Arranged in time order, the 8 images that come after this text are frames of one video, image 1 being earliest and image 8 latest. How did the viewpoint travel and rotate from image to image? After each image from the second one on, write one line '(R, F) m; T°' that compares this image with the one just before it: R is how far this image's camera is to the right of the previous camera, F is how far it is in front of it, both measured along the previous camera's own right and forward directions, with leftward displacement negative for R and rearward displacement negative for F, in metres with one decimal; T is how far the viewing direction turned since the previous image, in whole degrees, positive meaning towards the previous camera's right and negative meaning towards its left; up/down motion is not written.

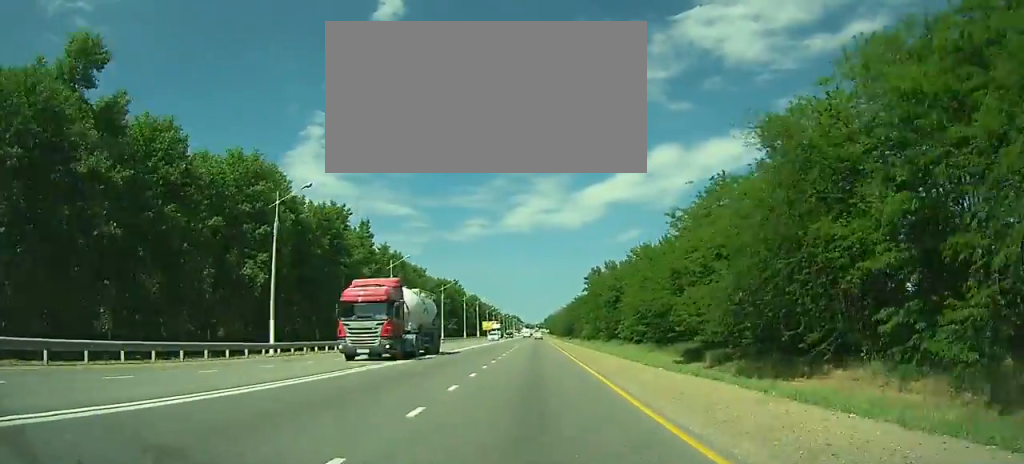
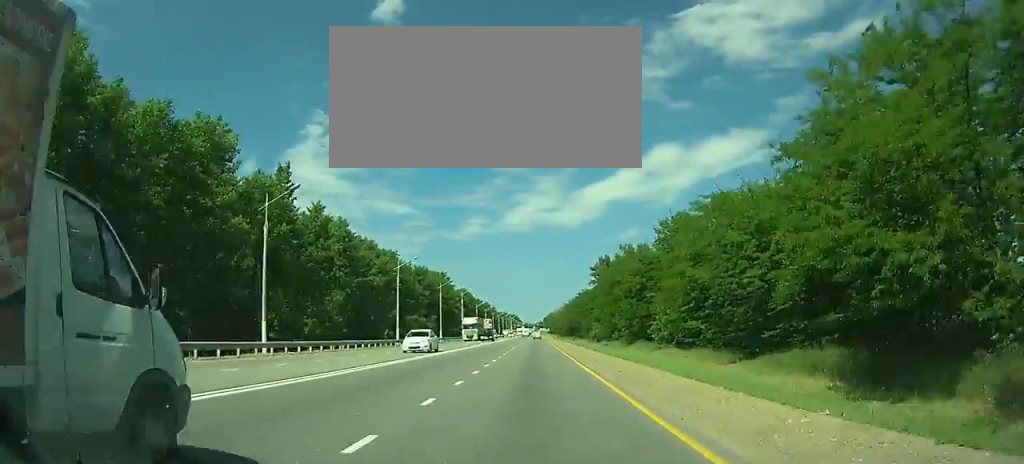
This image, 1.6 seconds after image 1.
(-0.1, +30.8) m; 0°
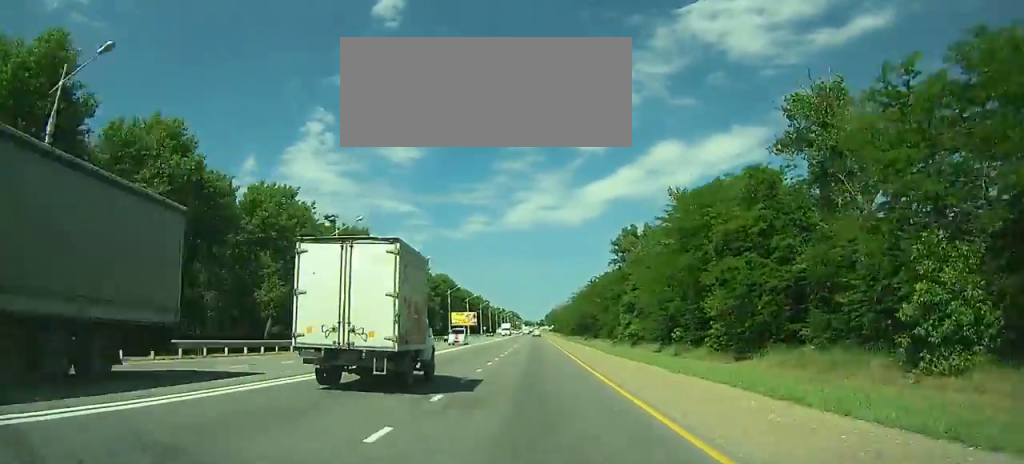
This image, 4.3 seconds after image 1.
(+0.1, +52.5) m; 0°
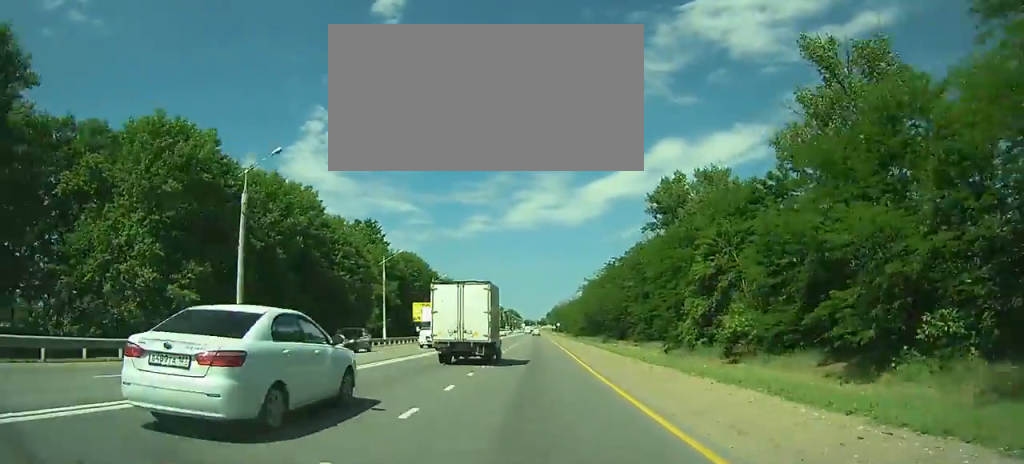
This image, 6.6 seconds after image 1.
(+0.1, +45.9) m; 0°
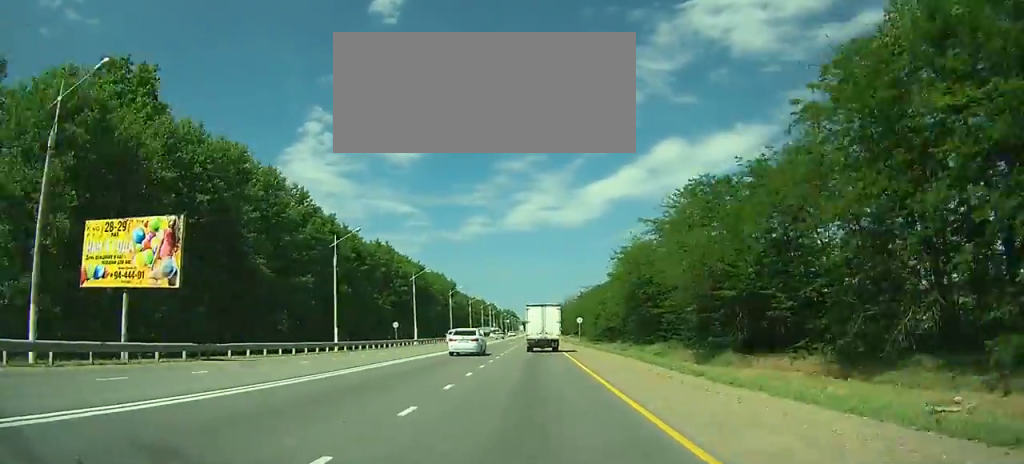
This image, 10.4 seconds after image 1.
(-0.2, +77.5) m; 0°
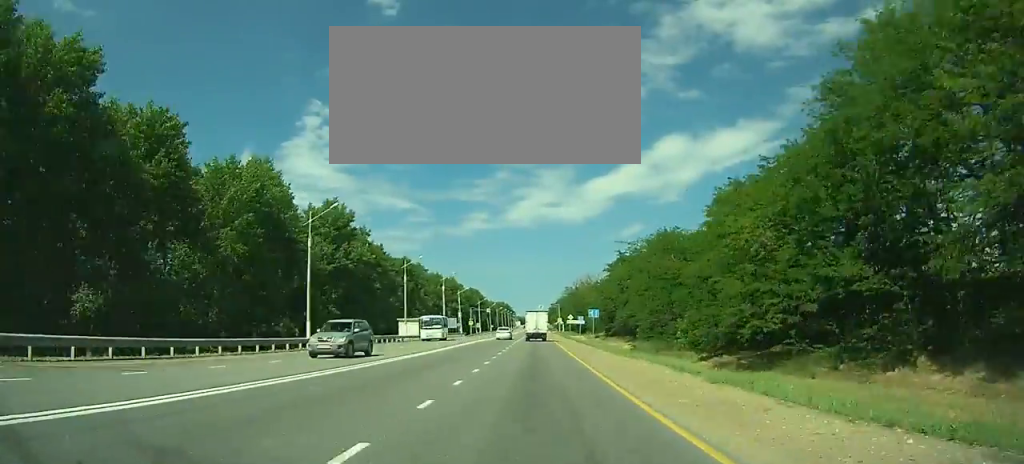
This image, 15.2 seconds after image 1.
(-0.3, +95.6) m; 0°
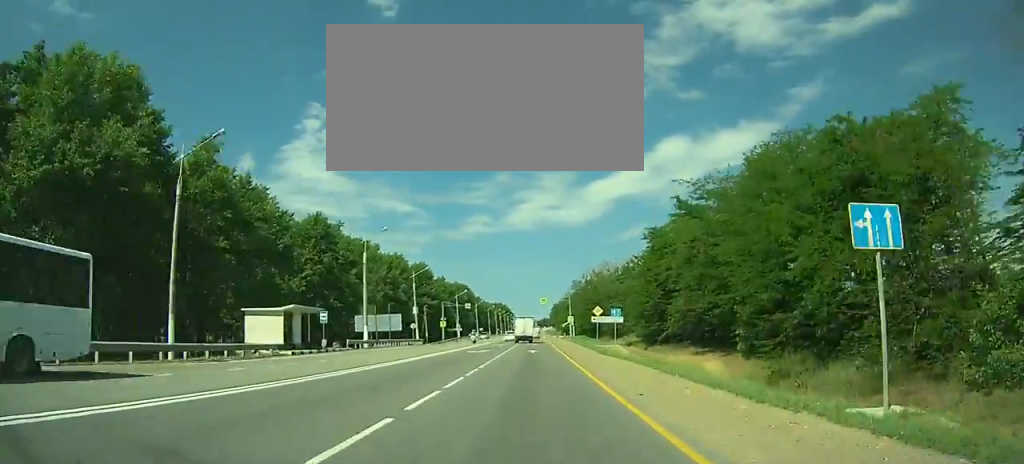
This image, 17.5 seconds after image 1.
(+0.2, +46.9) m; 0°
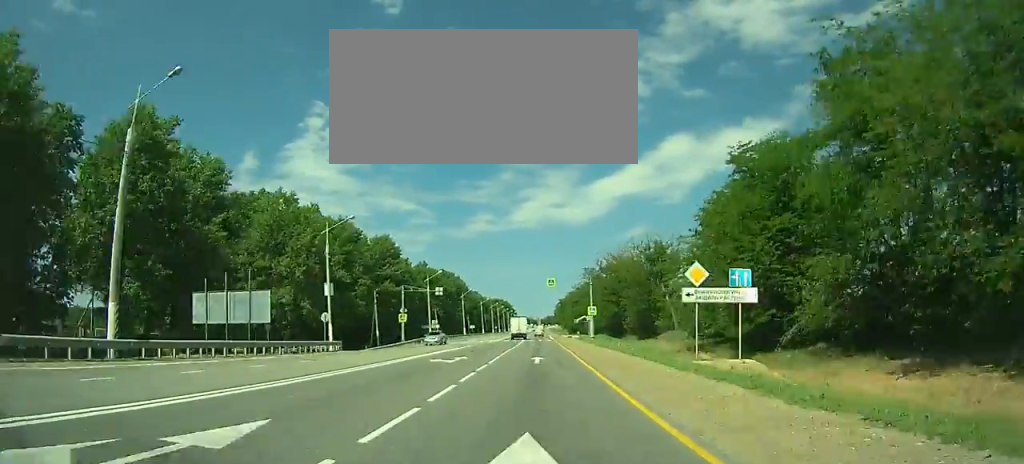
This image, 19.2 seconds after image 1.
(-0.1, +34.3) m; 0°
